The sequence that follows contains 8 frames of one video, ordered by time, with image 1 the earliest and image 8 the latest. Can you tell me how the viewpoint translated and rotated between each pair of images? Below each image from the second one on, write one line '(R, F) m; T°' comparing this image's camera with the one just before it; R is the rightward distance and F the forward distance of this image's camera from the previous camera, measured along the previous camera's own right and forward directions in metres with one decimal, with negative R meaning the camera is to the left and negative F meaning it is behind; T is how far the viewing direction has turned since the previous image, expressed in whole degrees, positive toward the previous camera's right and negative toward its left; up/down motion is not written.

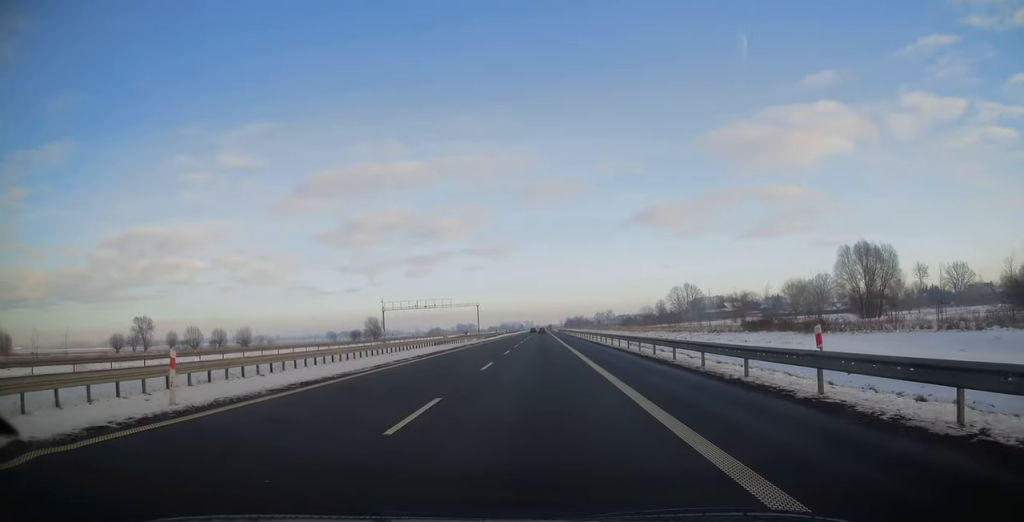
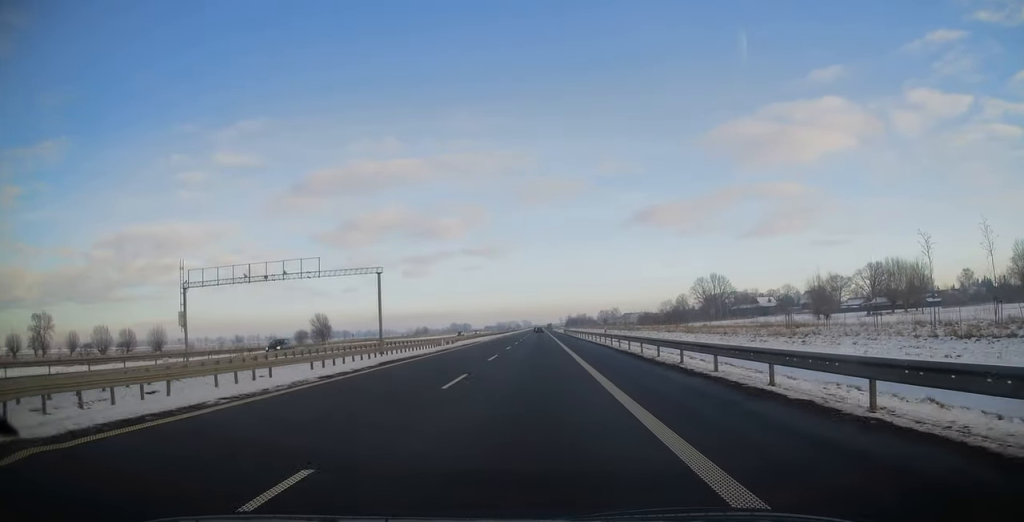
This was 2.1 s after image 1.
(+0.1, +65.7) m; 0°
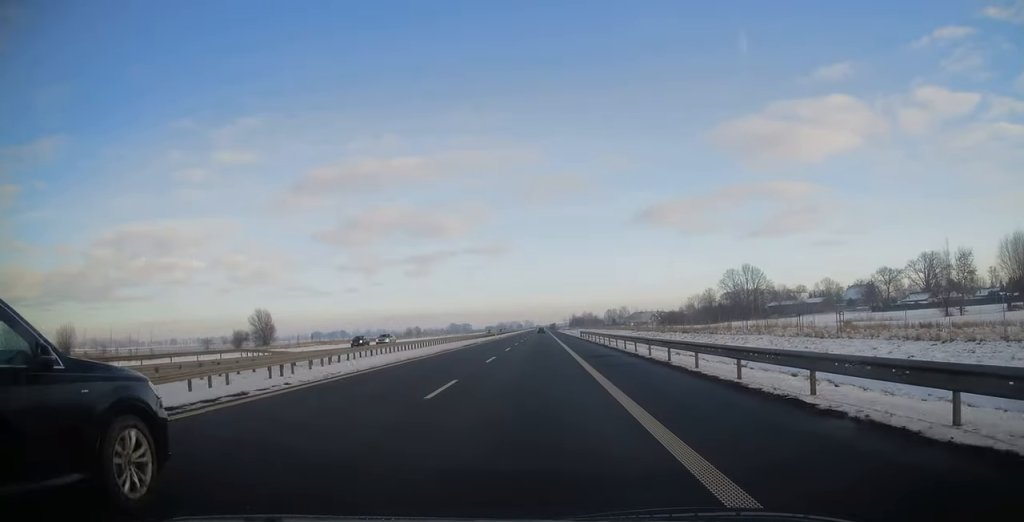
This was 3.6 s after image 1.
(-0.3, +49.8) m; 0°
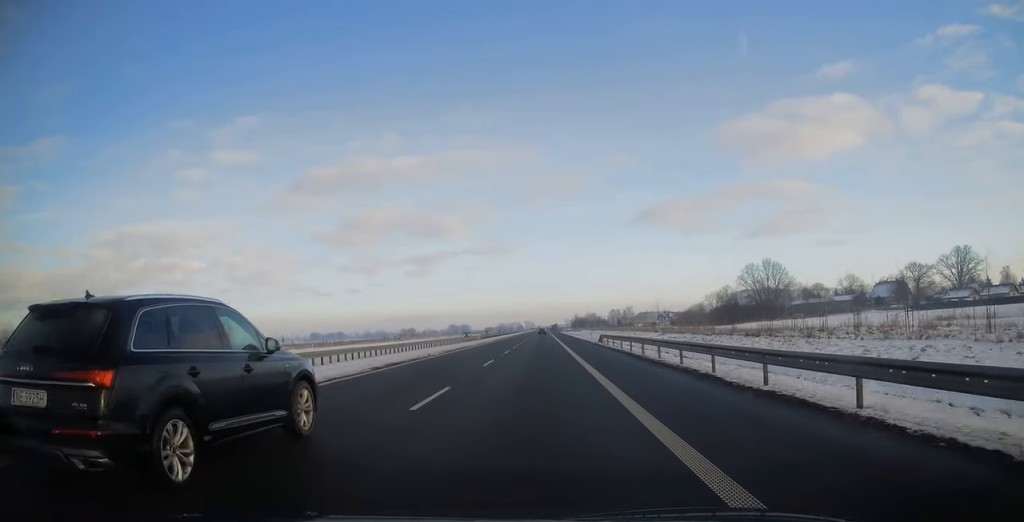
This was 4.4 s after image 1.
(+0.4, +25.5) m; 0°
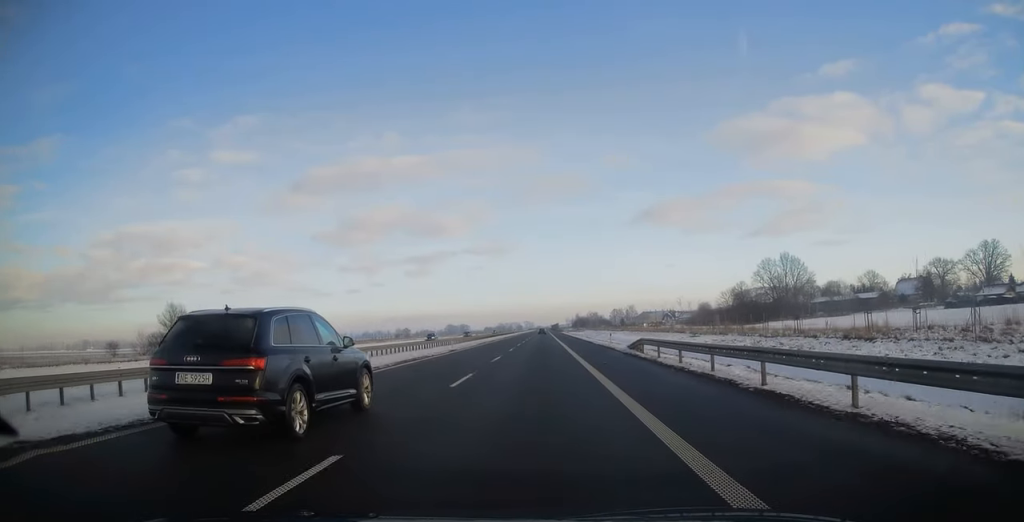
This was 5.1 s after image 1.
(-0.2, +19.6) m; 0°
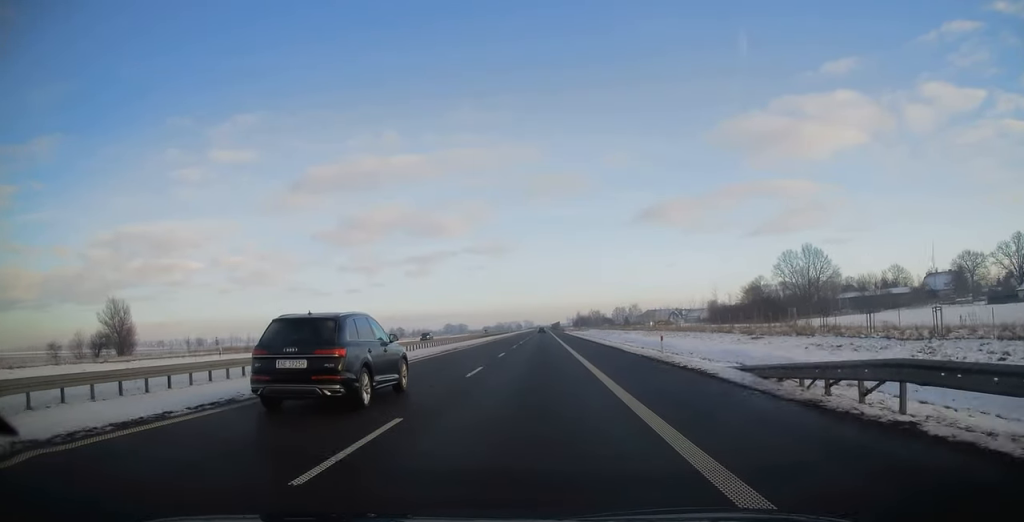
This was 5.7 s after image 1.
(-0.2, +21.2) m; 0°
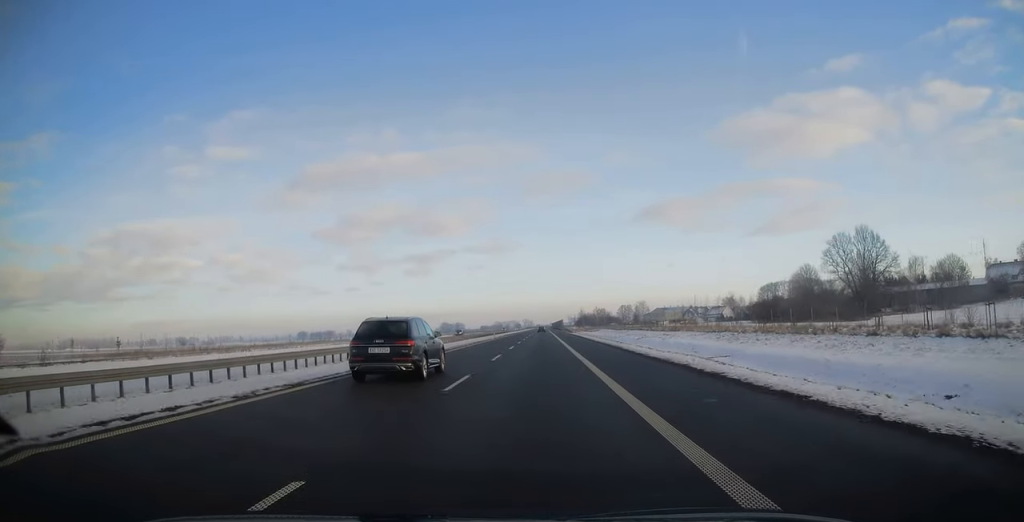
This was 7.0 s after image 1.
(+0.3, +39.8) m; 0°
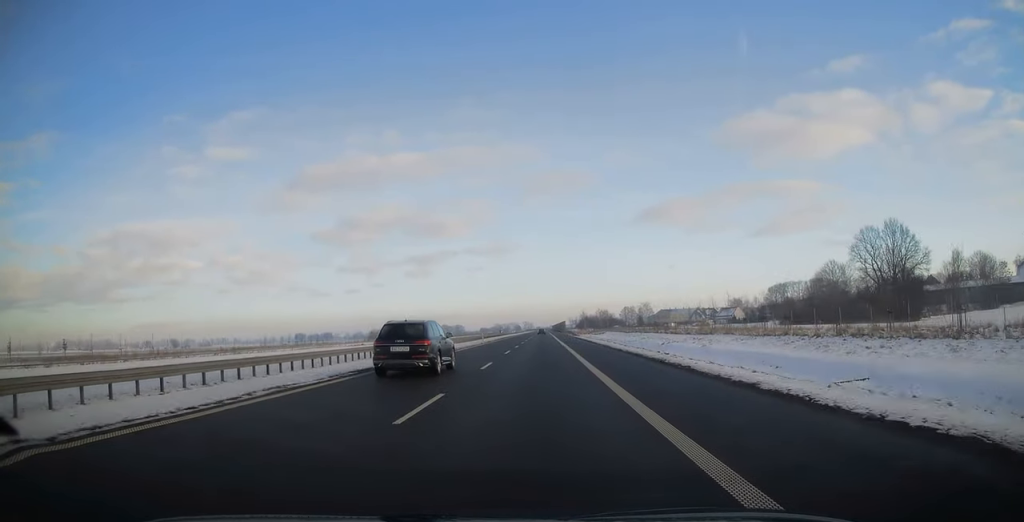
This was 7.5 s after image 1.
(-0.1, +16.4) m; 0°
